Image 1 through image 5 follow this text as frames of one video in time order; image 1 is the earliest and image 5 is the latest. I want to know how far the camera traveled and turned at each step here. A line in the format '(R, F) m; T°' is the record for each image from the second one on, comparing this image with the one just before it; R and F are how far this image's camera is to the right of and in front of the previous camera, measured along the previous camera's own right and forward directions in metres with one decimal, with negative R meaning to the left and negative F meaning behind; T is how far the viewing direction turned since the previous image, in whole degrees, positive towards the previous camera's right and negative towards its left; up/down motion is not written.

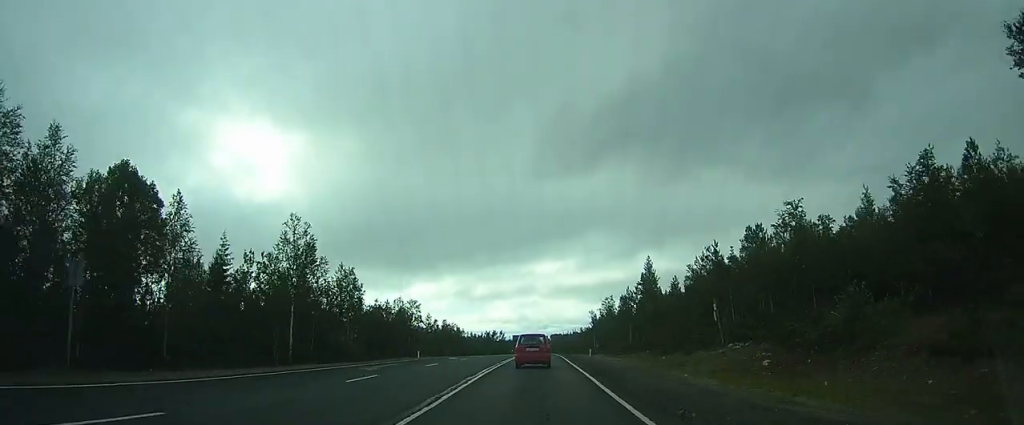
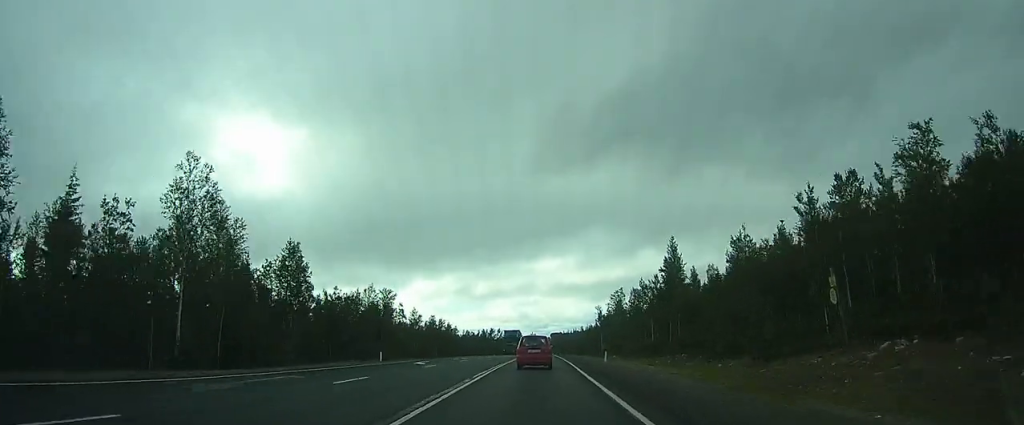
(0.0, +13.0) m; 0°
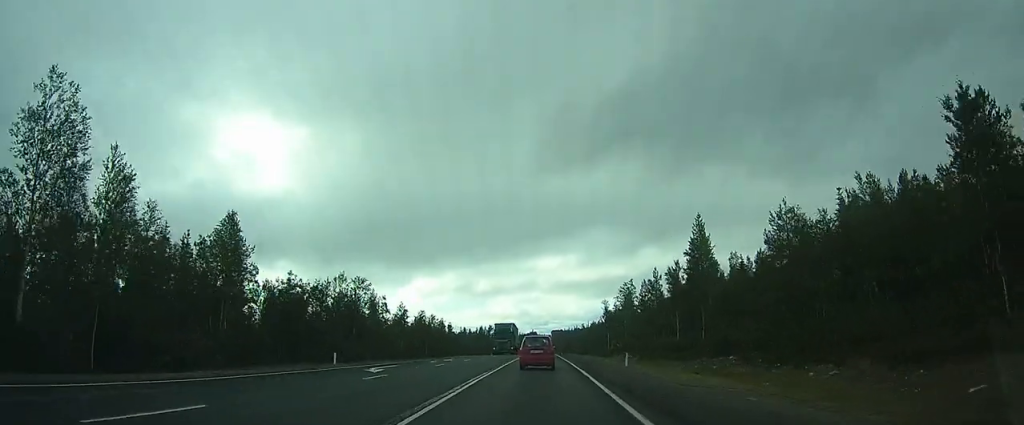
(+0.1, +9.7) m; 0°
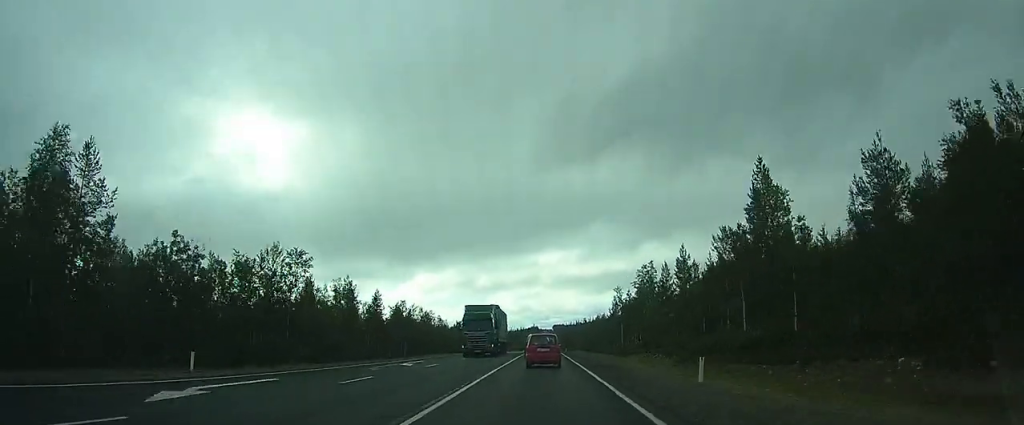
(0.0, +14.3) m; 0°
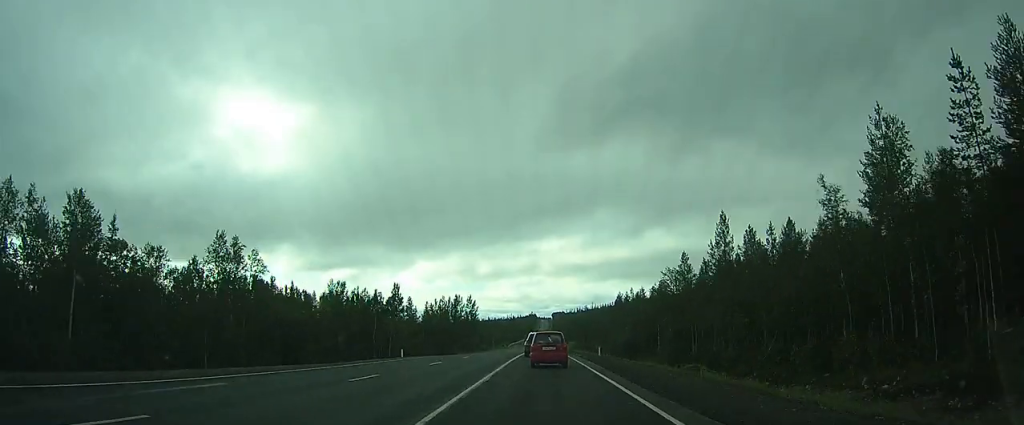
(-0.2, +71.9) m; 0°
